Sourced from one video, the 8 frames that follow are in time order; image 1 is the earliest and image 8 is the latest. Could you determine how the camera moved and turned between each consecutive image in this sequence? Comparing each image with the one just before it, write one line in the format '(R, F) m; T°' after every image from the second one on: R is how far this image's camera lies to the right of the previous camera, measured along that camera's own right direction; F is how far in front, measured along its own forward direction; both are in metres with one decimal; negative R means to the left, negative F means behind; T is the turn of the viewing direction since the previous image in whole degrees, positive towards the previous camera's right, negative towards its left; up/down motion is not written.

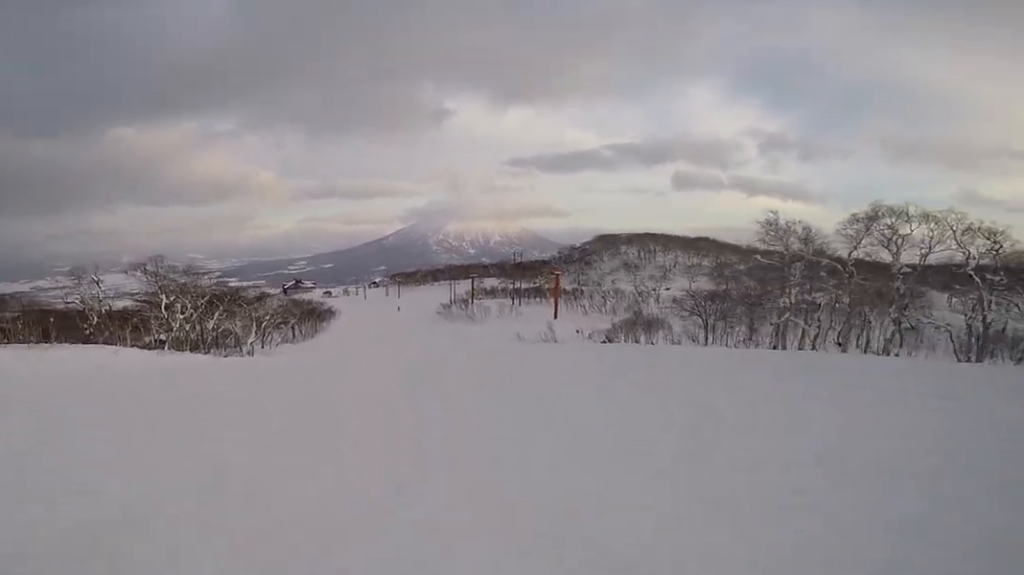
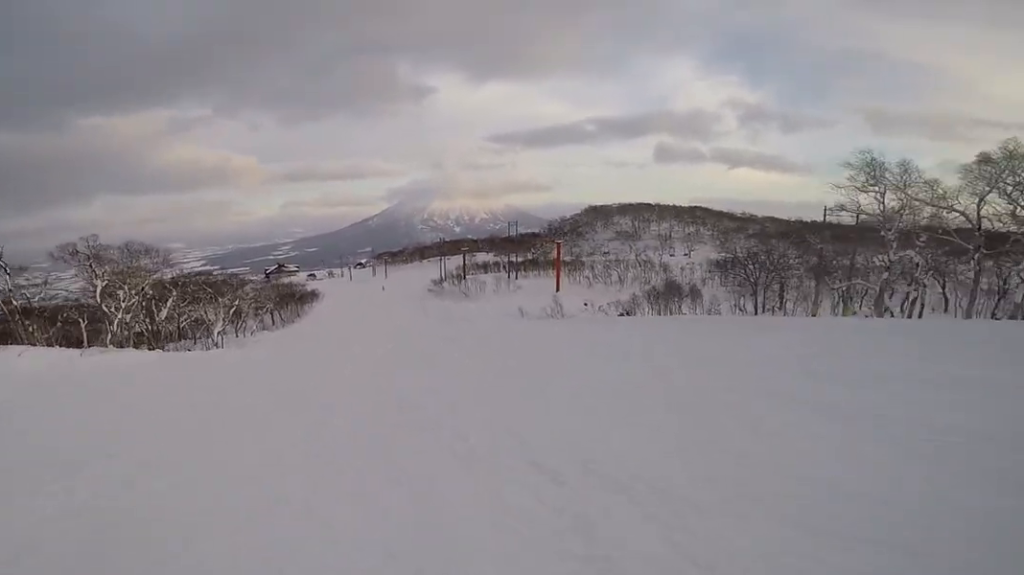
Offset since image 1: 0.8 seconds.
(0.0, +9.3) m; 0°
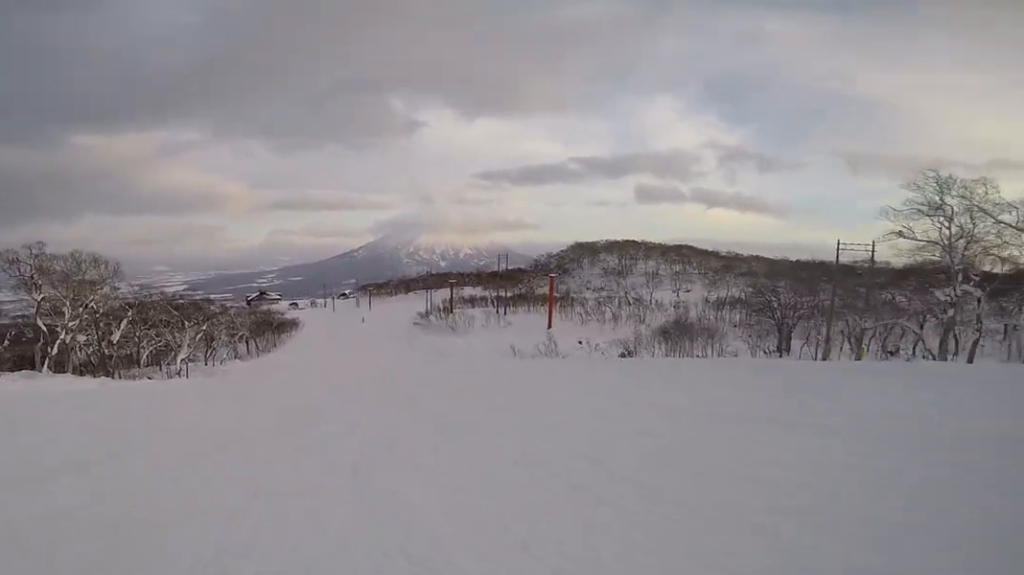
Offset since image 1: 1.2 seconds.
(0.0, +5.5) m; 0°
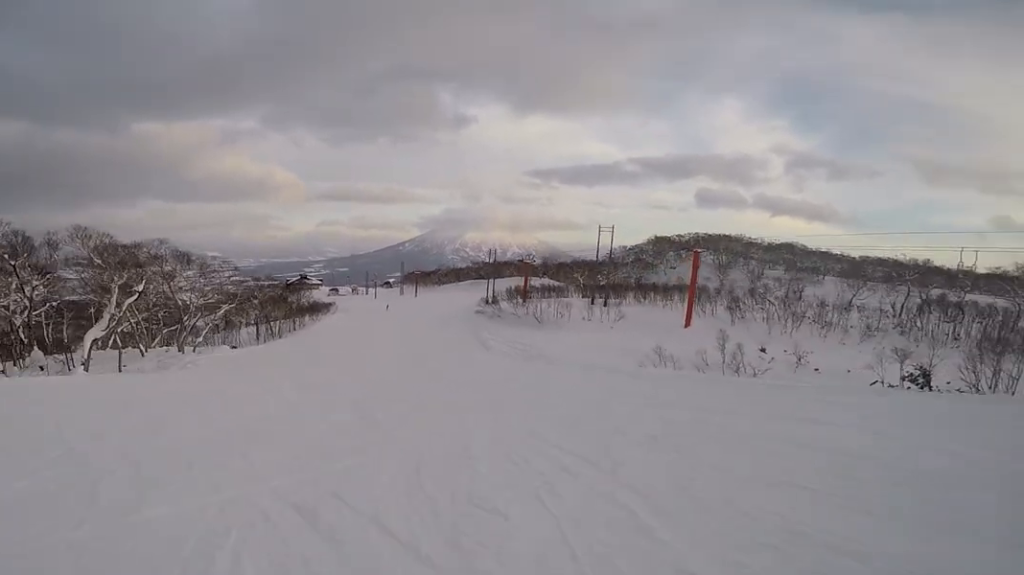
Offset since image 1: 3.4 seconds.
(-0.6, +27.6) m; -4°
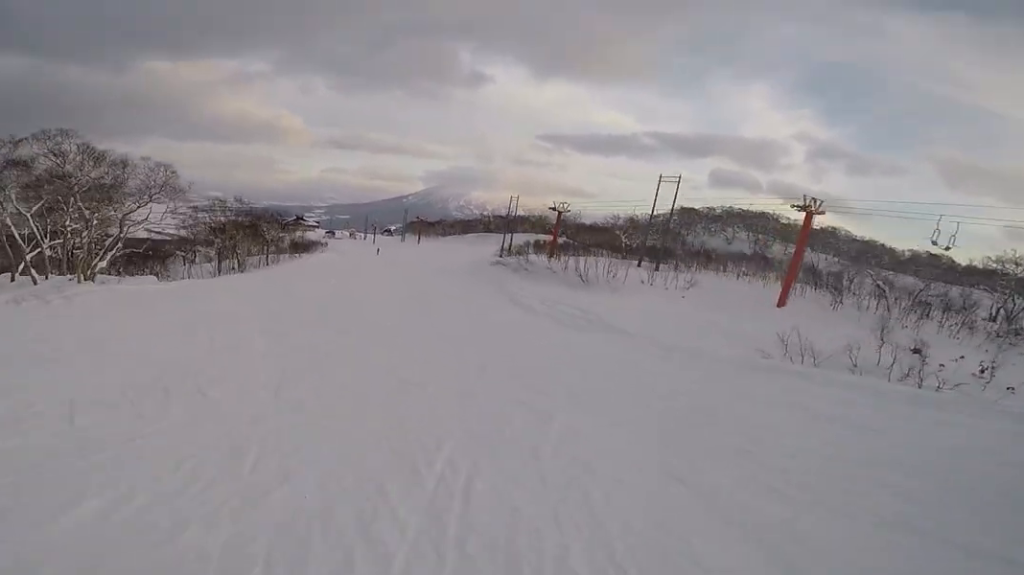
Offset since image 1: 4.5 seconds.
(-0.7, +15.1) m; -4°
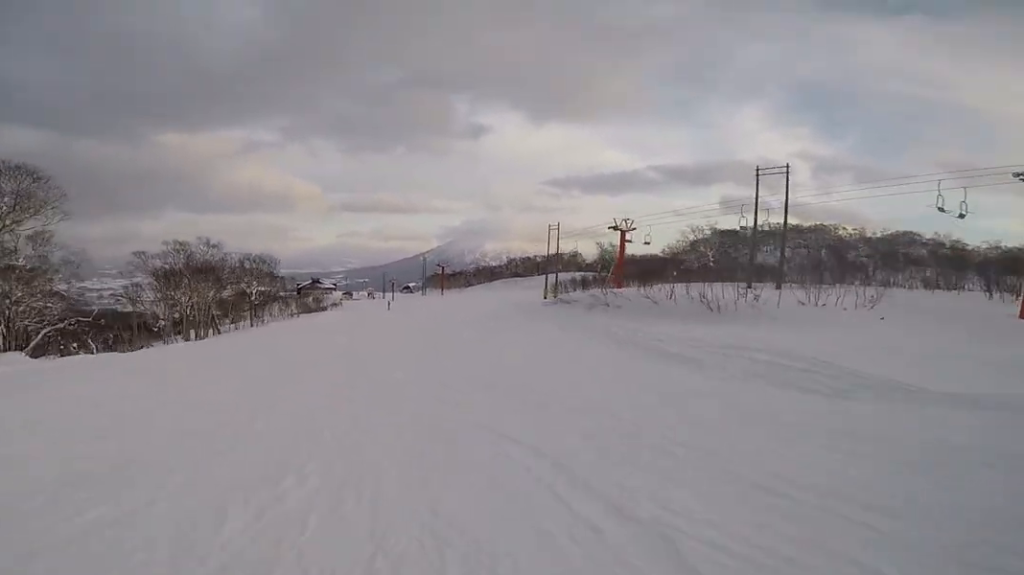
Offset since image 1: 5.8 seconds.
(+0.1, +16.3) m; +4°
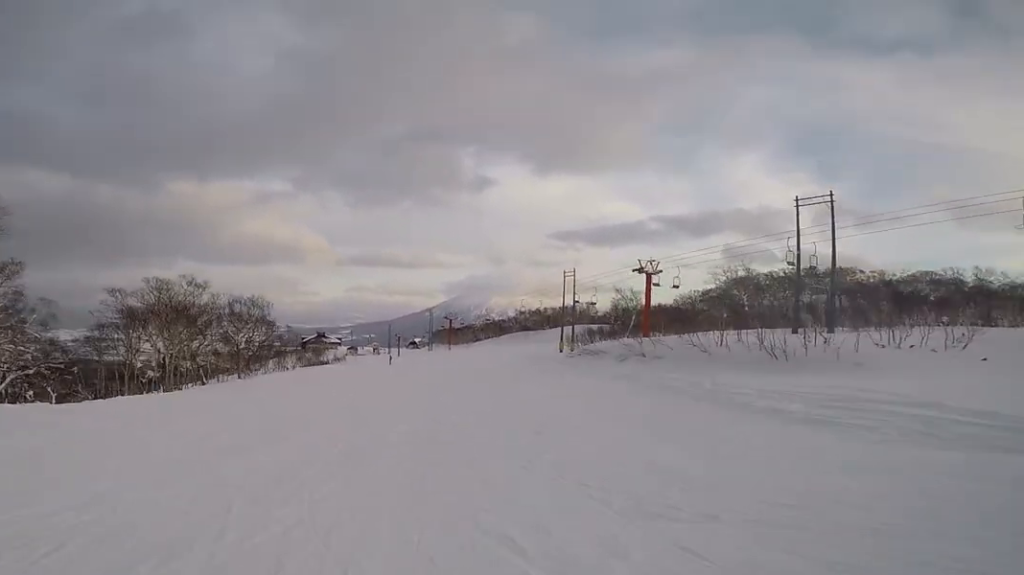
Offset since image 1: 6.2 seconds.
(+0.2, +5.2) m; +2°
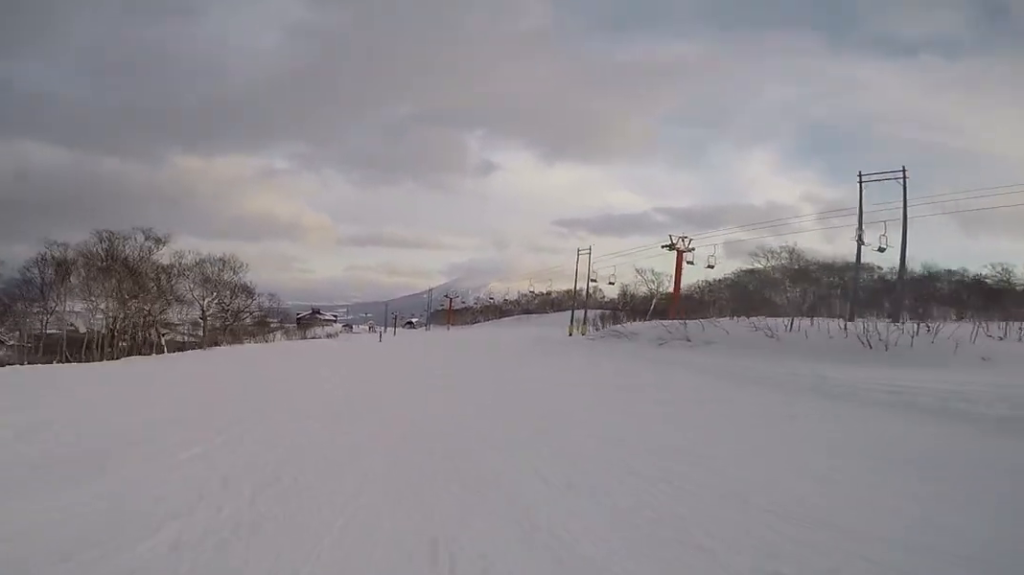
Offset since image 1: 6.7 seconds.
(-0.1, +6.1) m; +3°
